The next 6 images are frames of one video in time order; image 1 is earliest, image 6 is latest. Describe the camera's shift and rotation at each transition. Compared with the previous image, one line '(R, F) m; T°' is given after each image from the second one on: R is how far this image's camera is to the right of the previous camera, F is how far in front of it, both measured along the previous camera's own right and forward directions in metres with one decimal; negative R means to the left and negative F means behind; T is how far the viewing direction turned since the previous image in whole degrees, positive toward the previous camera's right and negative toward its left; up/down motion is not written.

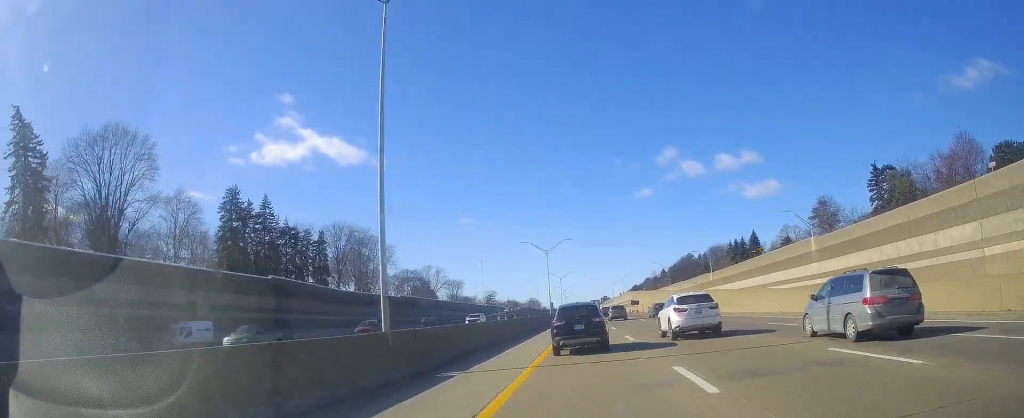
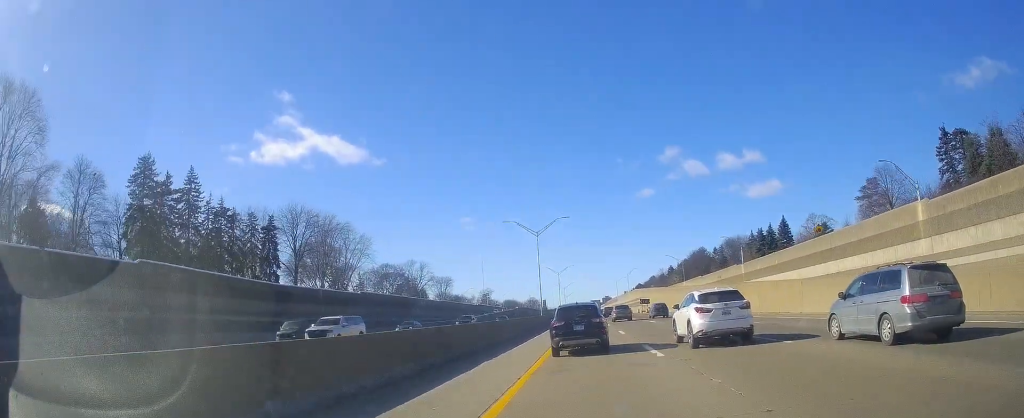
(-0.4, +23.2) m; -1°
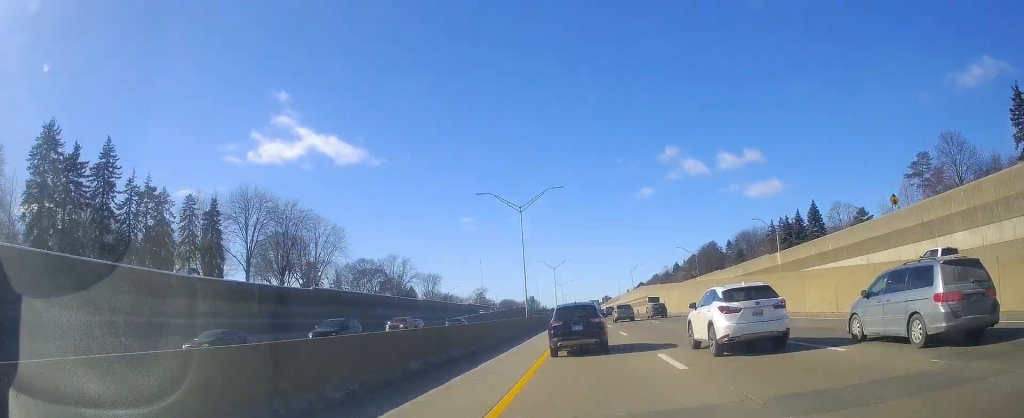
(-0.1, +18.8) m; 0°
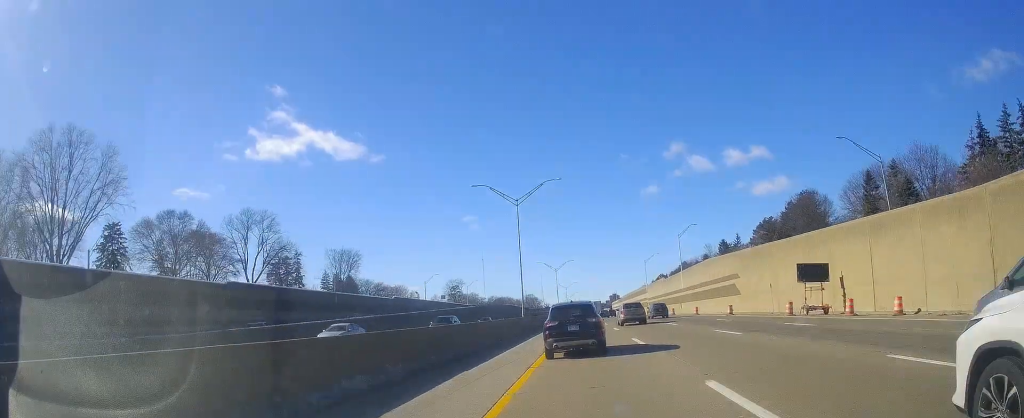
(0.0, +84.1) m; -1°
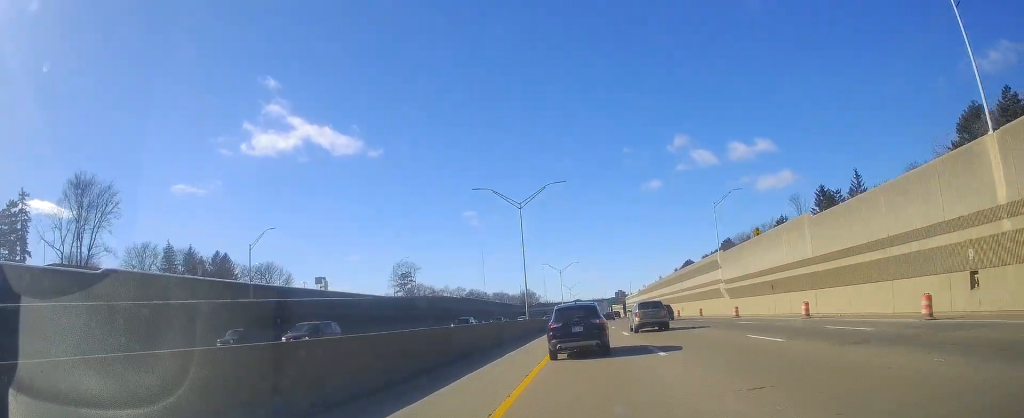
(+0.3, +81.2) m; +2°
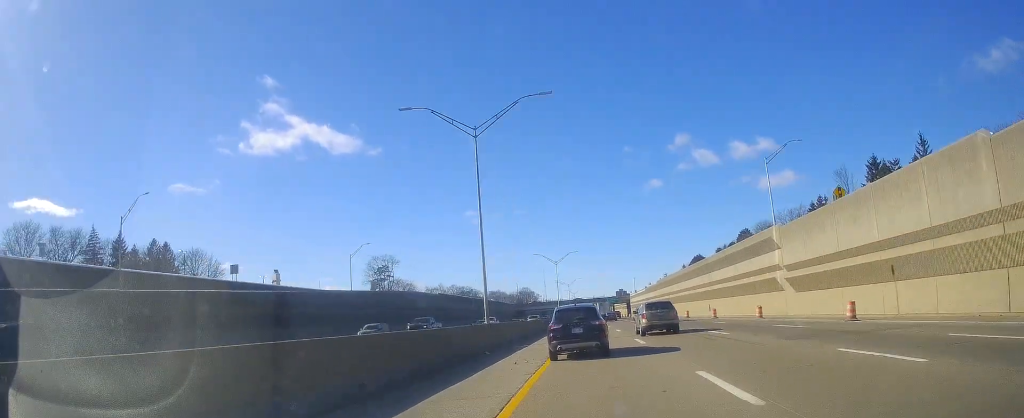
(+0.4, +23.0) m; 0°
